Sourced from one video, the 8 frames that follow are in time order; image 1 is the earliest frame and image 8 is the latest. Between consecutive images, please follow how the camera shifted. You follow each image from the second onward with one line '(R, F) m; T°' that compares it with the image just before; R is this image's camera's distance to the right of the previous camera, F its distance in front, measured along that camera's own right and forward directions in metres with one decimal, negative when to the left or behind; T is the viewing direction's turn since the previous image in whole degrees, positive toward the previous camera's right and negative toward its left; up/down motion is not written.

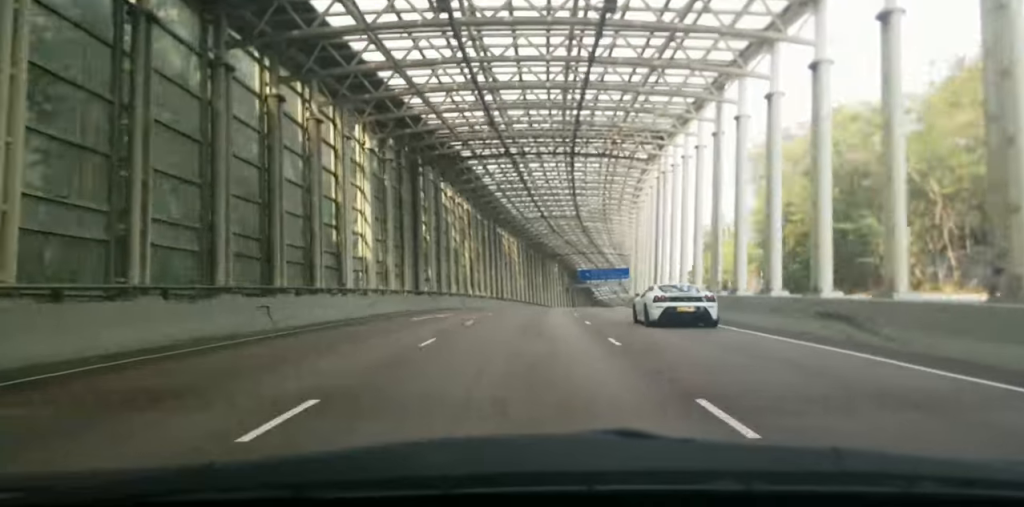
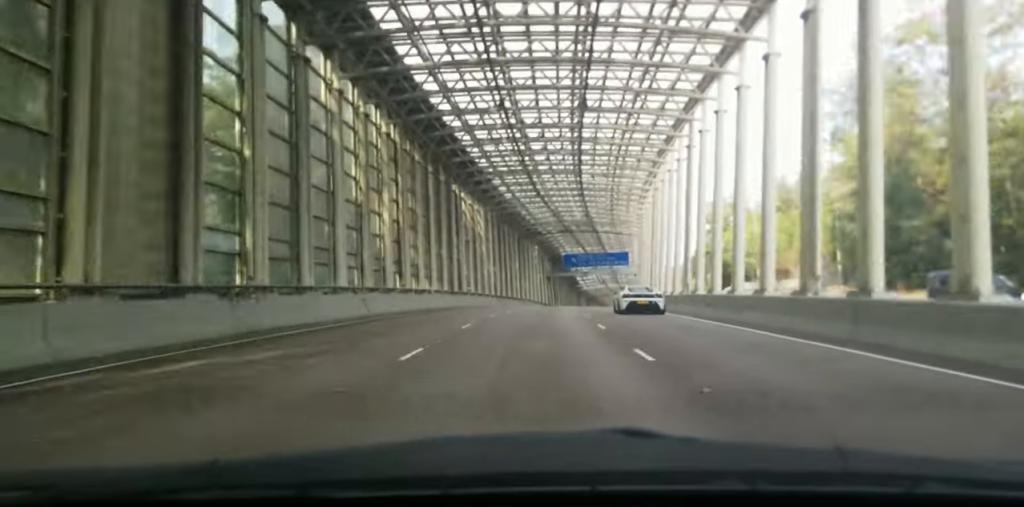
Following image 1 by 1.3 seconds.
(+1.3, +28.8) m; +4°
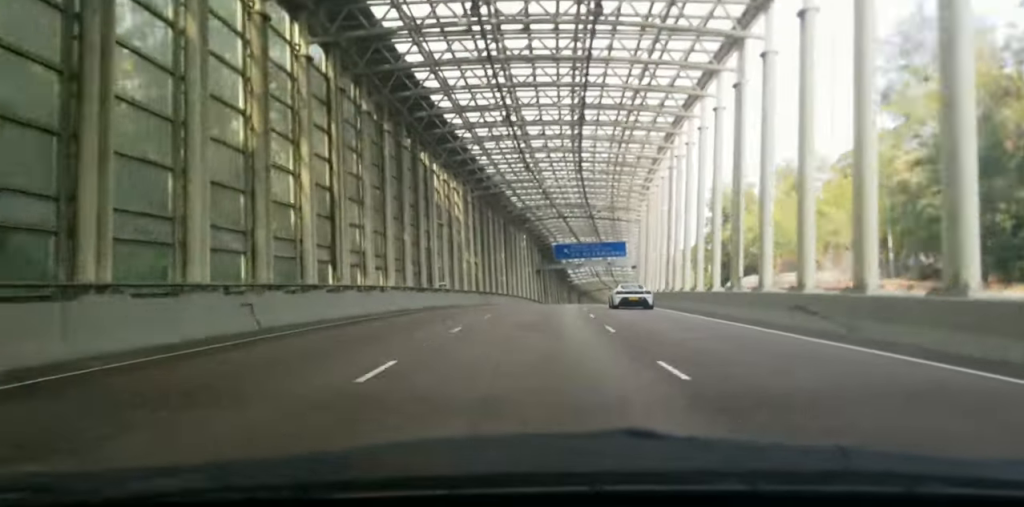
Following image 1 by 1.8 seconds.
(0.0, +11.7) m; +2°
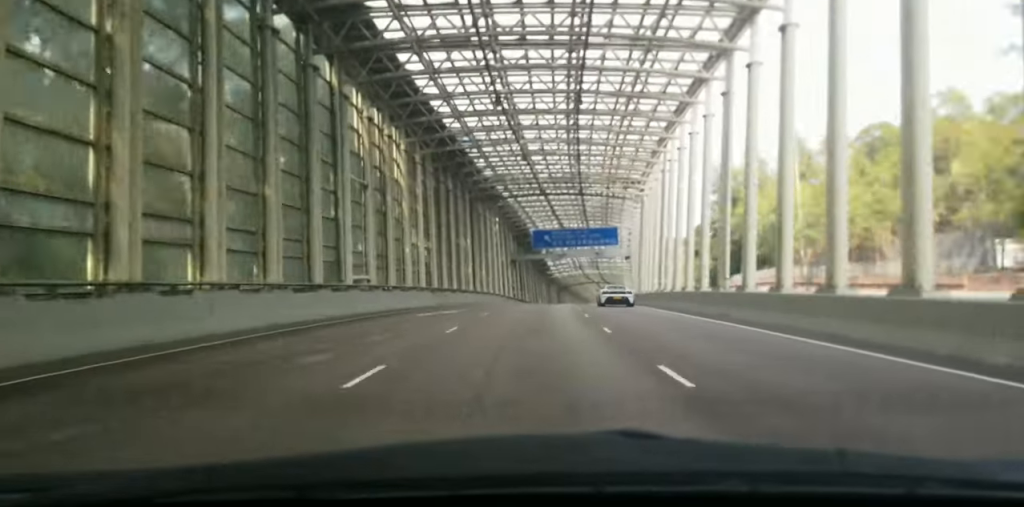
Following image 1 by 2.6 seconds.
(+0.8, +18.7) m; +2°
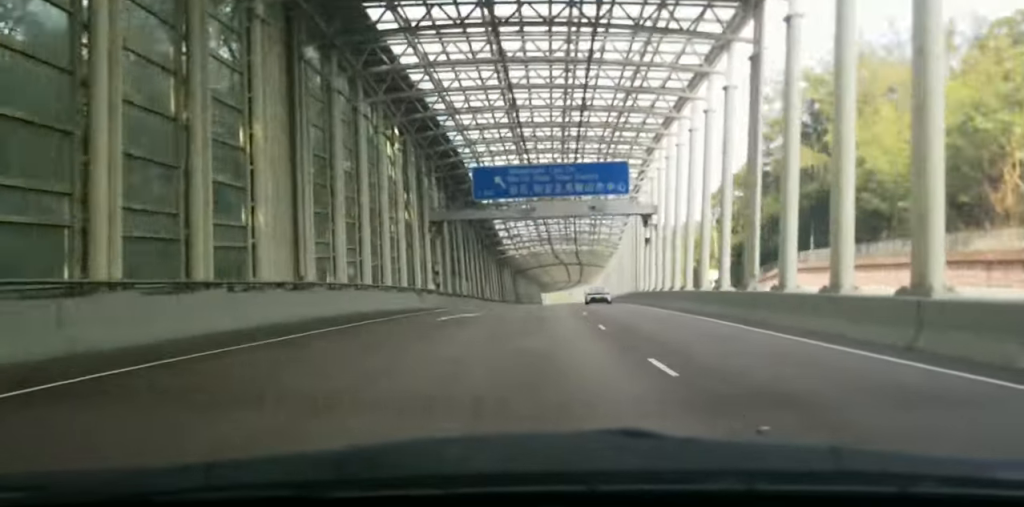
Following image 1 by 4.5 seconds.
(+0.9, +41.5) m; +3°
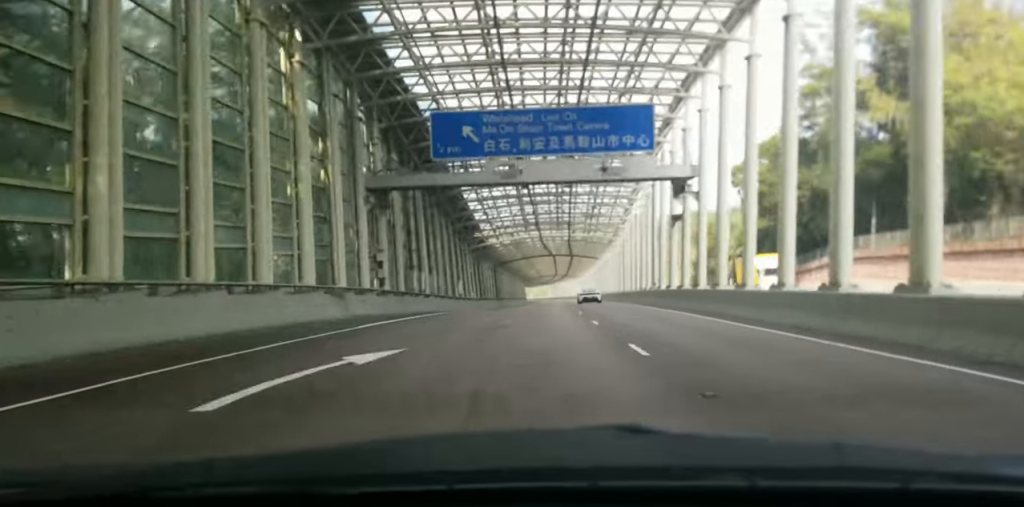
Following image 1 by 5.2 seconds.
(+0.2, +16.0) m; +2°
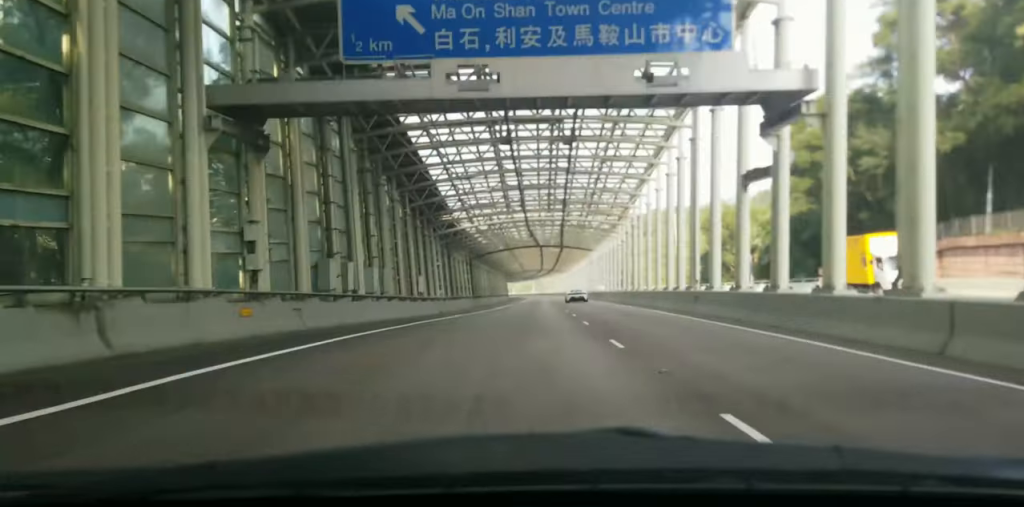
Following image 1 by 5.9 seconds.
(+0.3, +15.3) m; +2°
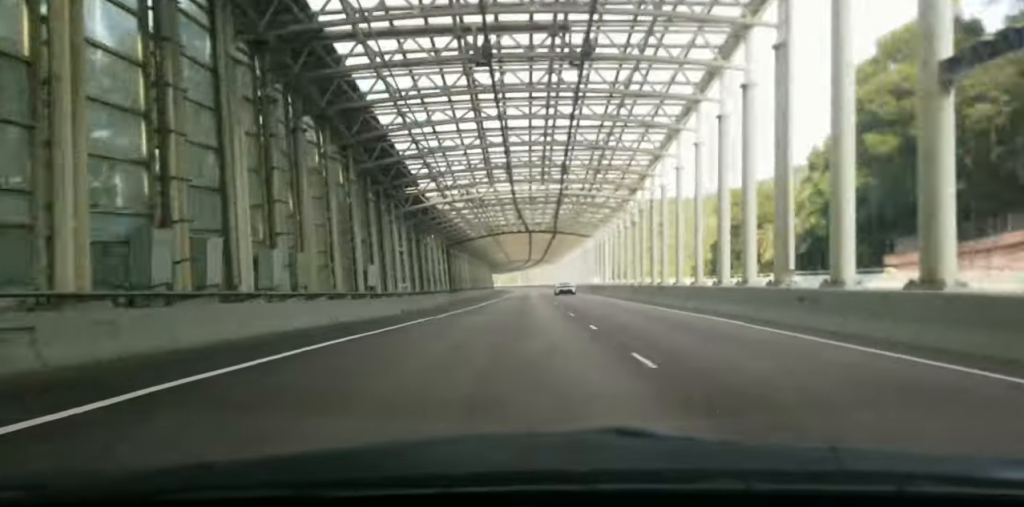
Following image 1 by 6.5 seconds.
(+0.2, +12.8) m; +1°
